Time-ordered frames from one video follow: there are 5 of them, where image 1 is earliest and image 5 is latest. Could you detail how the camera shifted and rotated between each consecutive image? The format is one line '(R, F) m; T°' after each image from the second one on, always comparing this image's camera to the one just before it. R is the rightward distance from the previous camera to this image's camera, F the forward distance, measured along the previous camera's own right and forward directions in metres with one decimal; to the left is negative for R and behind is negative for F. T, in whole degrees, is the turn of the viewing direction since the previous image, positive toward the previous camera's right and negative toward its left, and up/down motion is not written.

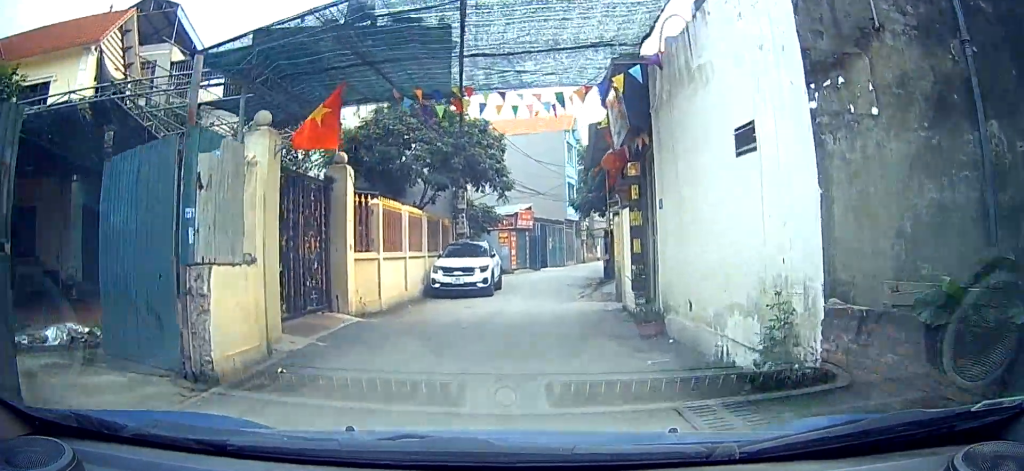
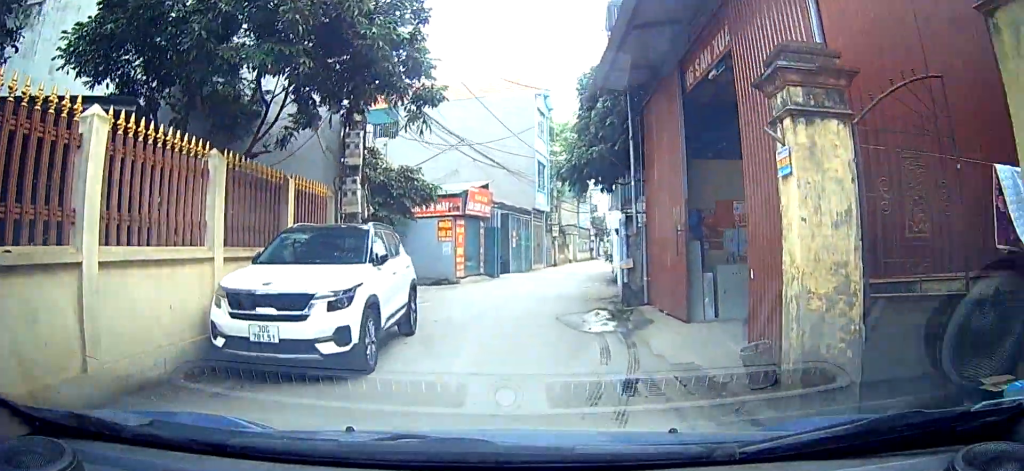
(+0.1, +6.7) m; +5°
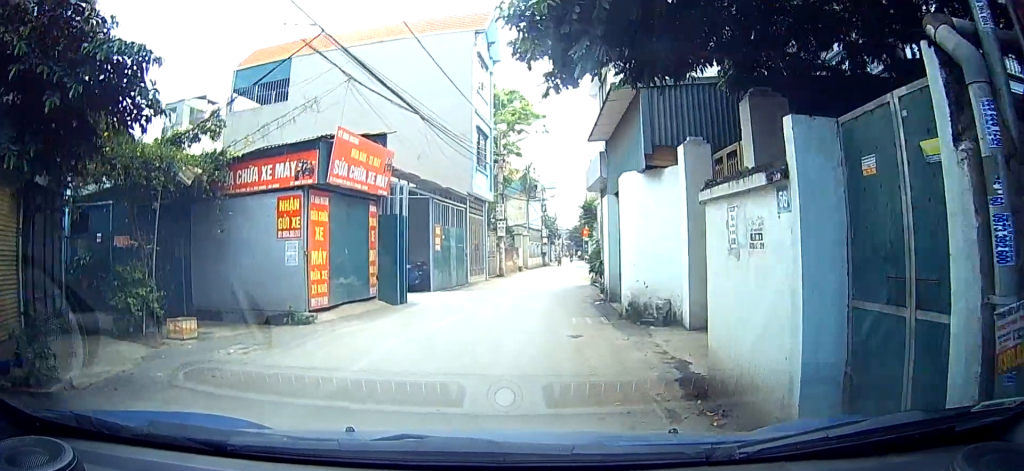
(+0.6, +8.2) m; +10°
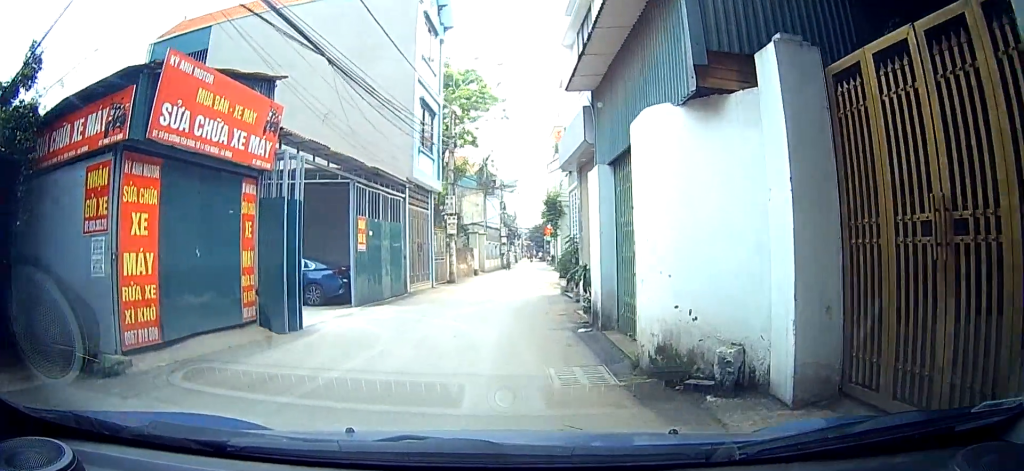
(+0.4, +6.4) m; +5°
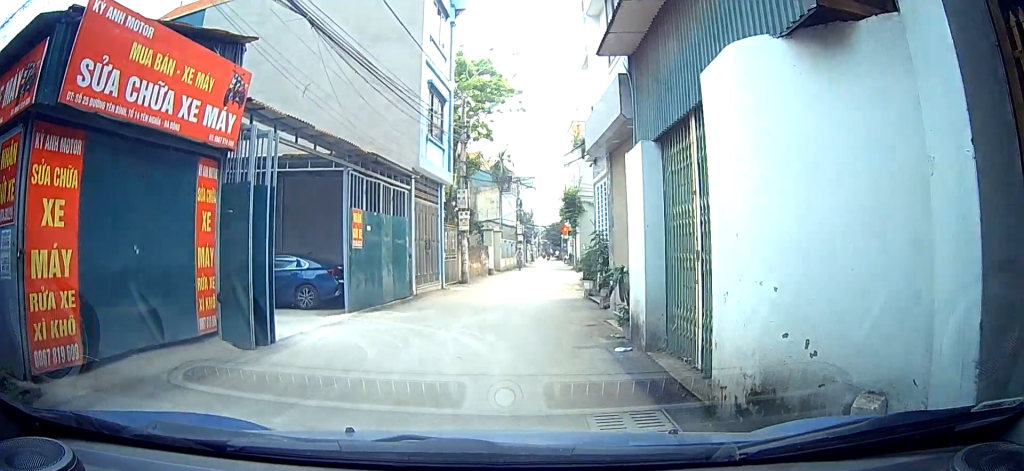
(+0.1, +3.8) m; +2°
